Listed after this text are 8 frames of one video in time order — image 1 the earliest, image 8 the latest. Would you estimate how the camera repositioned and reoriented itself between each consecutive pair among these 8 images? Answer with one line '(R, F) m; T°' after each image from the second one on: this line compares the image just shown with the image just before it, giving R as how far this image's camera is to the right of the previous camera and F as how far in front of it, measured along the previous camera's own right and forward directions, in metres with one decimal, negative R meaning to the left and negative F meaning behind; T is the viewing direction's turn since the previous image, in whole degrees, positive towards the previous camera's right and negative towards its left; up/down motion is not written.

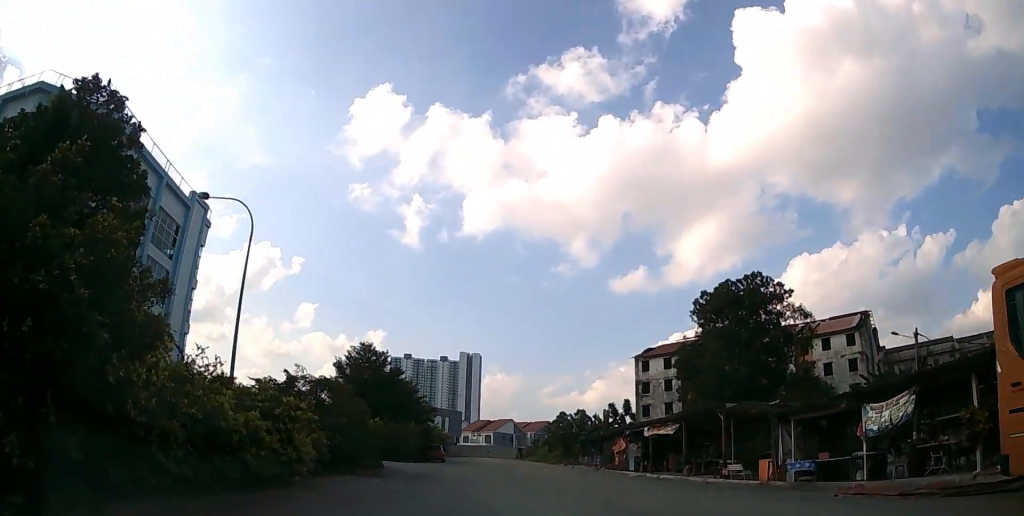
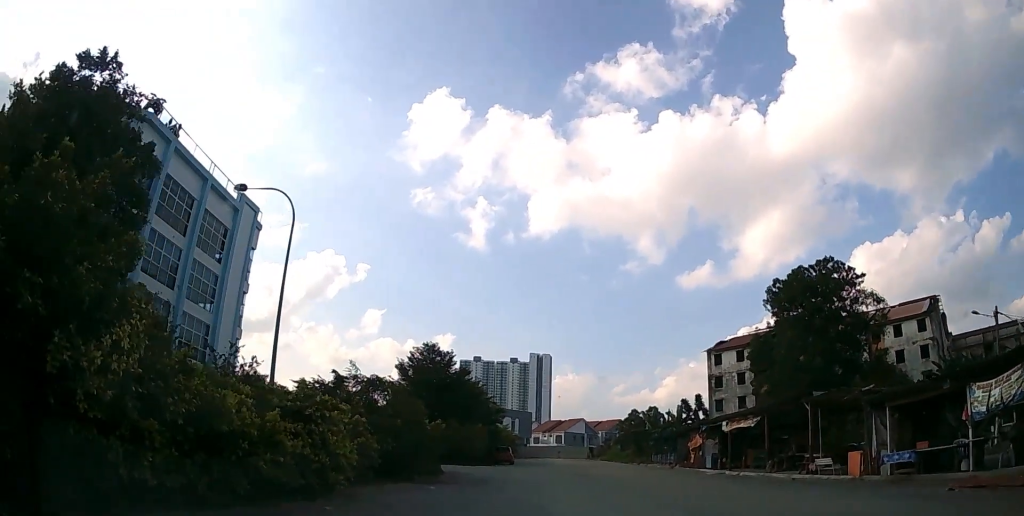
(-0.2, +2.1) m; -3°
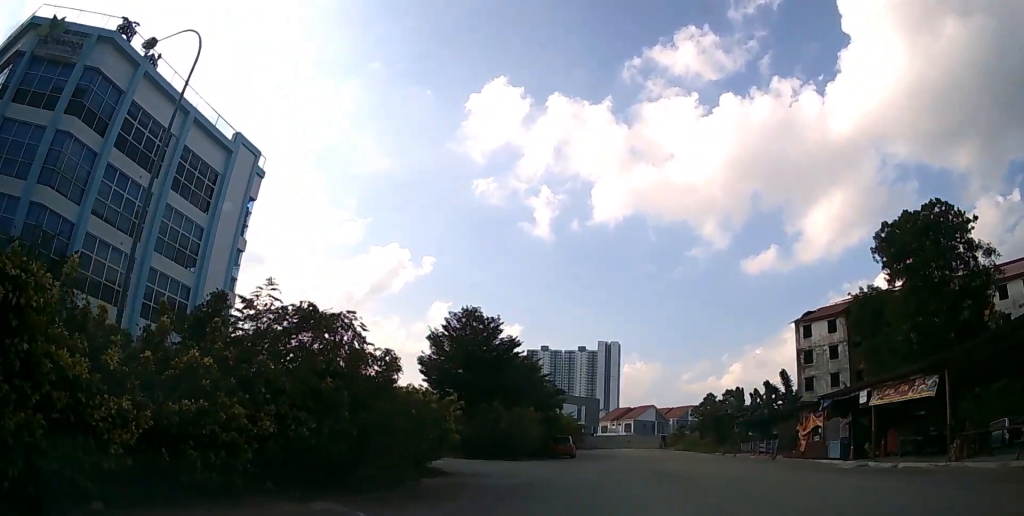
(-0.7, +9.0) m; -5°
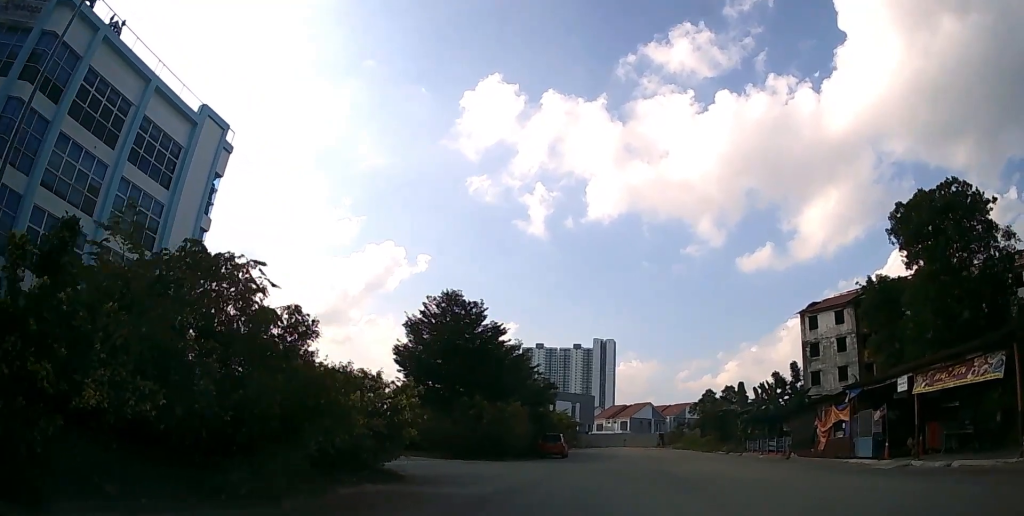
(0.0, +3.6) m; +1°
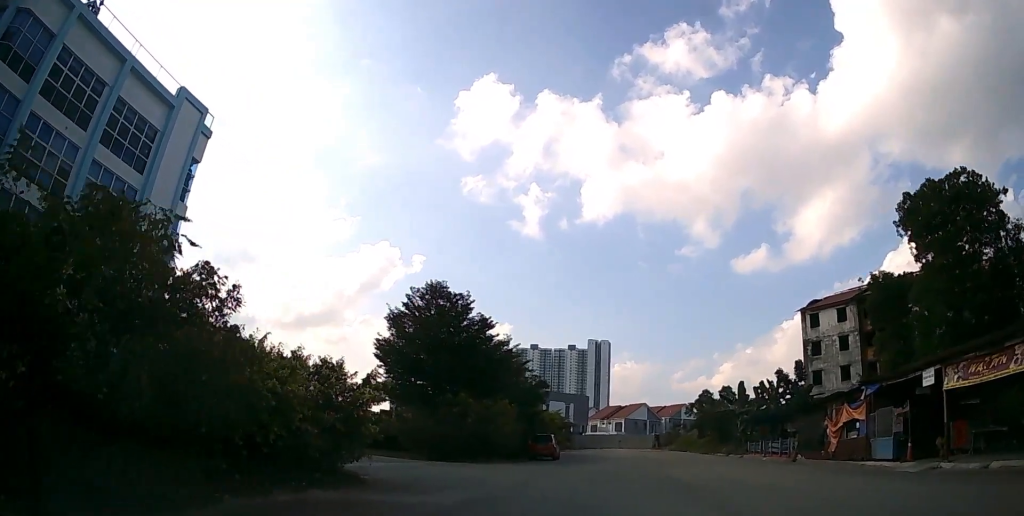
(0.0, +2.2) m; 0°
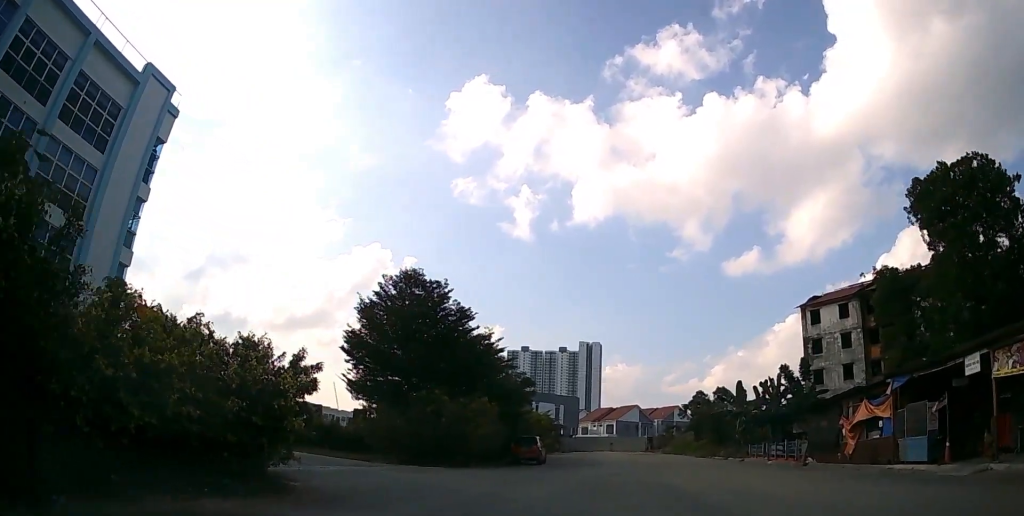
(0.0, +3.1) m; +1°
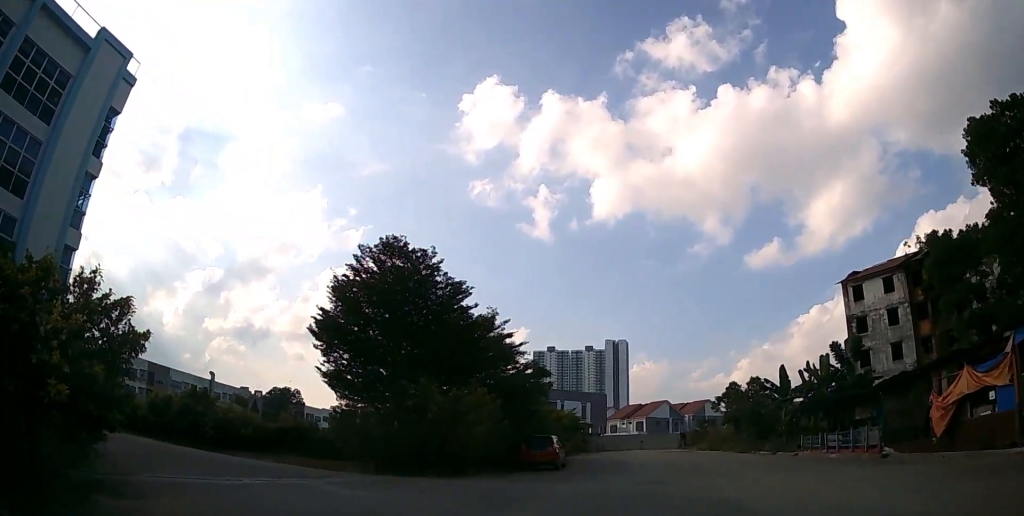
(-0.1, +5.6) m; -6°
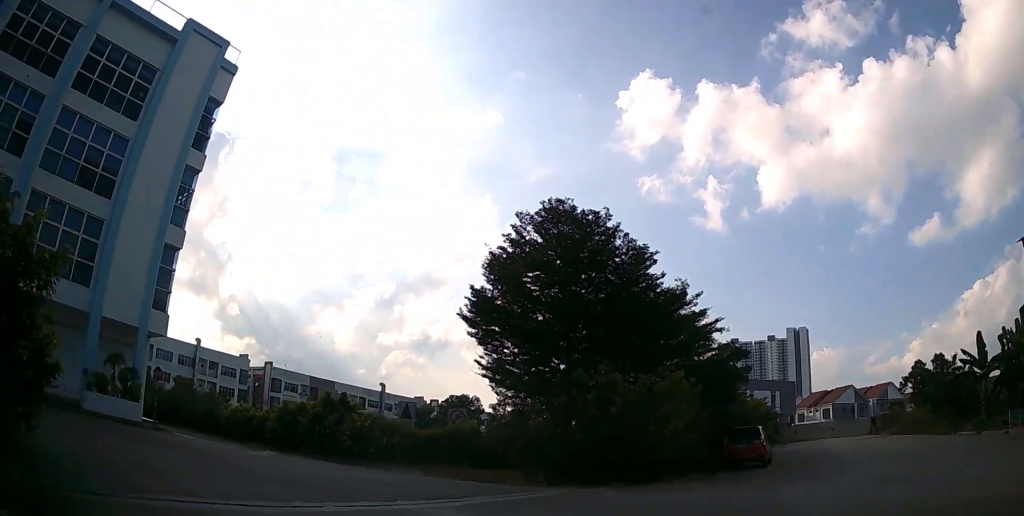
(-0.5, +4.3) m; -19°
